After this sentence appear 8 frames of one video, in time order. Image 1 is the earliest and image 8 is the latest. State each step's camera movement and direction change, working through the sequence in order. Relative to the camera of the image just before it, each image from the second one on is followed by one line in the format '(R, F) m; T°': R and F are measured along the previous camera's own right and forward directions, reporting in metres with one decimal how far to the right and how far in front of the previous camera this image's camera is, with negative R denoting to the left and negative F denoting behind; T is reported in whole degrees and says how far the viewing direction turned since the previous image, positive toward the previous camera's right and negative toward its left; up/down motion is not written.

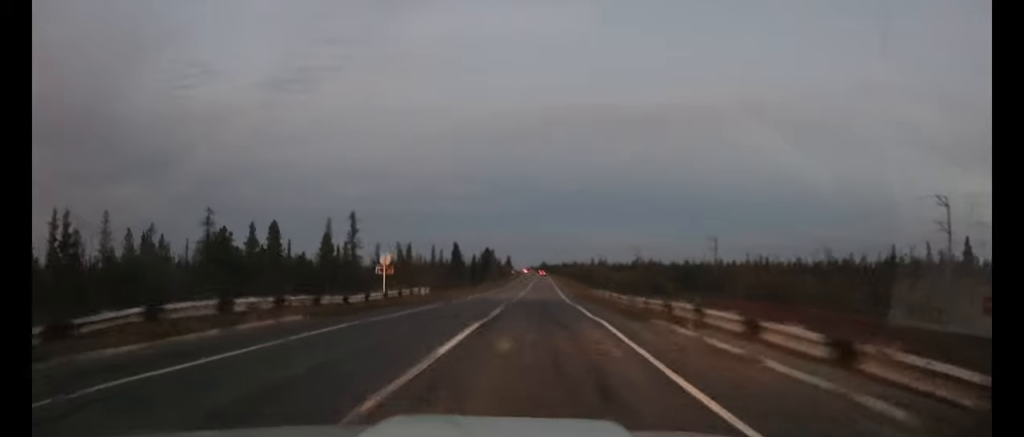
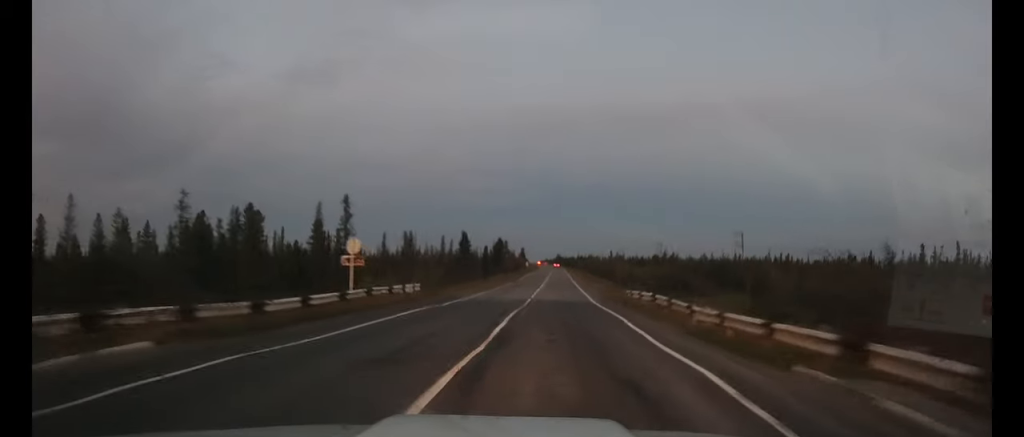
(-0.2, +8.6) m; -1°
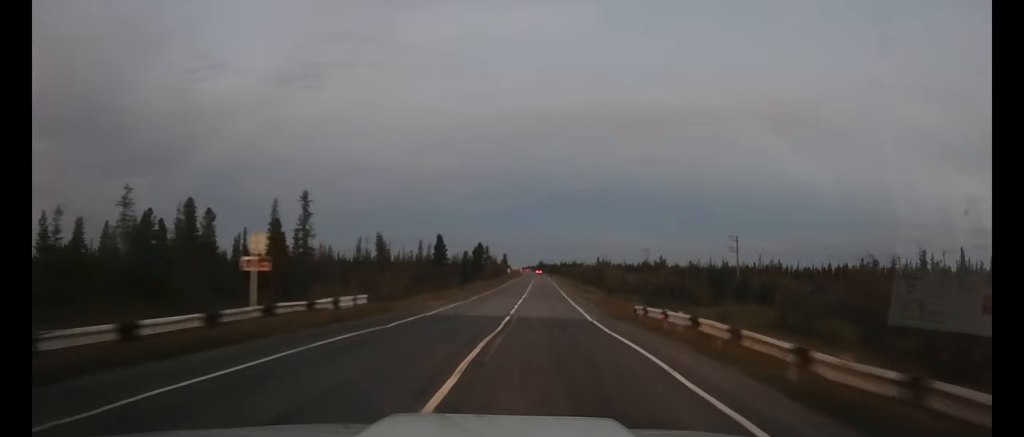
(-0.1, +7.6) m; 0°
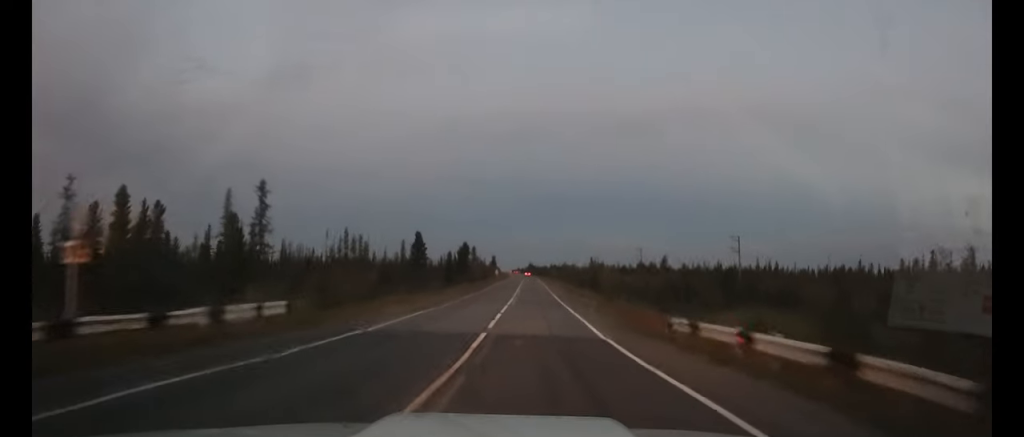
(0.0, +7.6) m; 0°
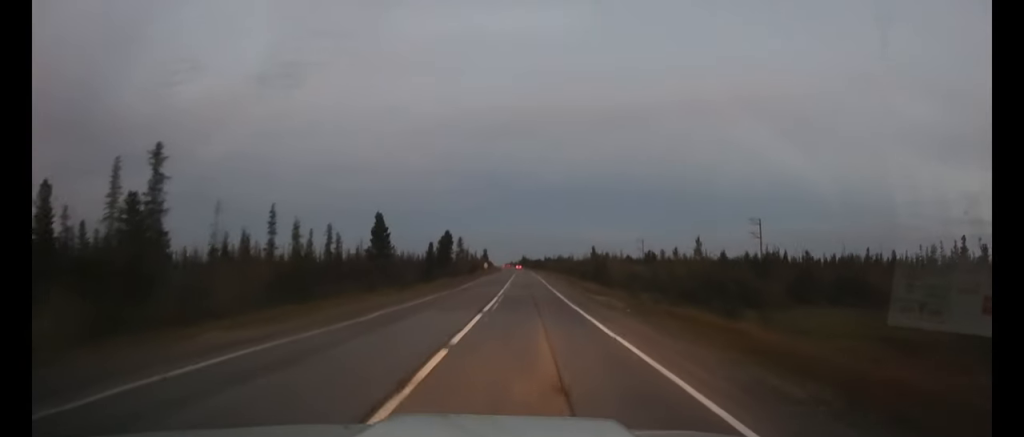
(+0.2, +14.9) m; +2°
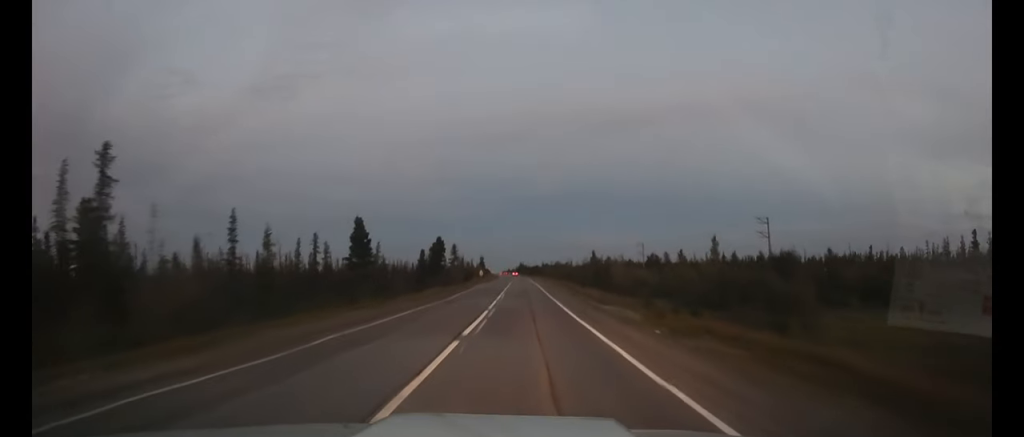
(0.0, +5.3) m; 0°
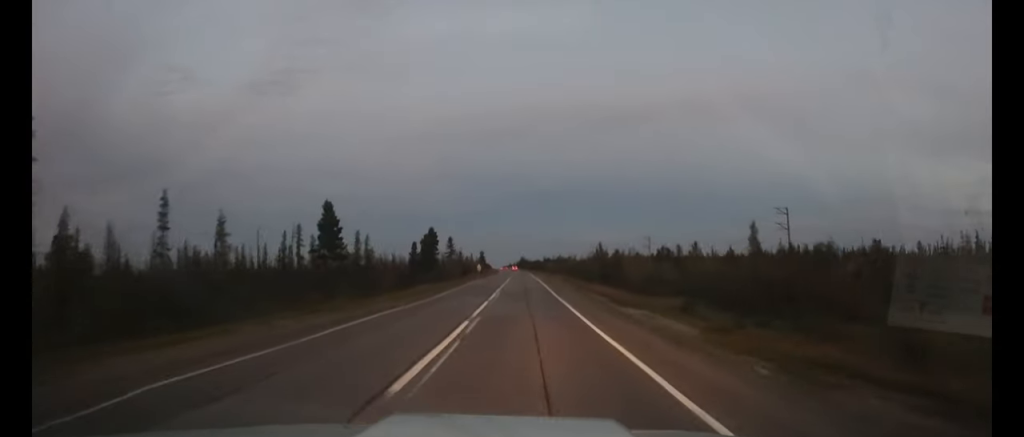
(0.0, +7.5) m; 0°
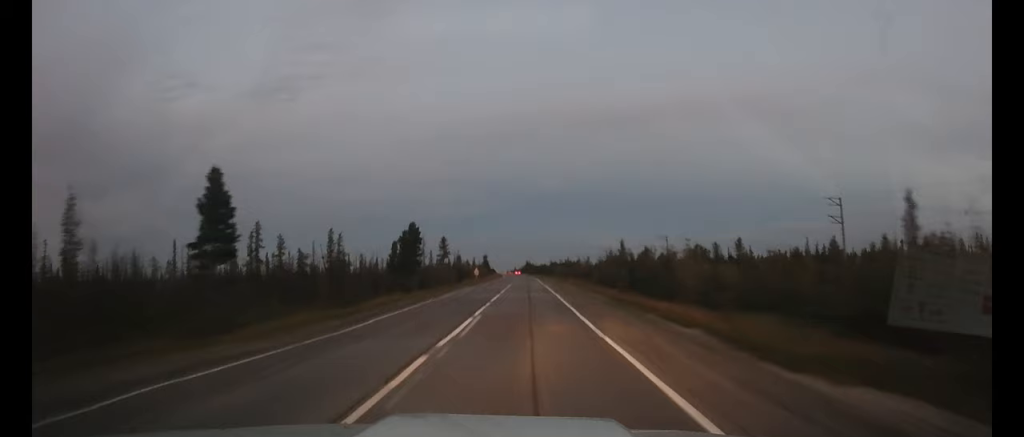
(0.0, +16.0) m; 0°
